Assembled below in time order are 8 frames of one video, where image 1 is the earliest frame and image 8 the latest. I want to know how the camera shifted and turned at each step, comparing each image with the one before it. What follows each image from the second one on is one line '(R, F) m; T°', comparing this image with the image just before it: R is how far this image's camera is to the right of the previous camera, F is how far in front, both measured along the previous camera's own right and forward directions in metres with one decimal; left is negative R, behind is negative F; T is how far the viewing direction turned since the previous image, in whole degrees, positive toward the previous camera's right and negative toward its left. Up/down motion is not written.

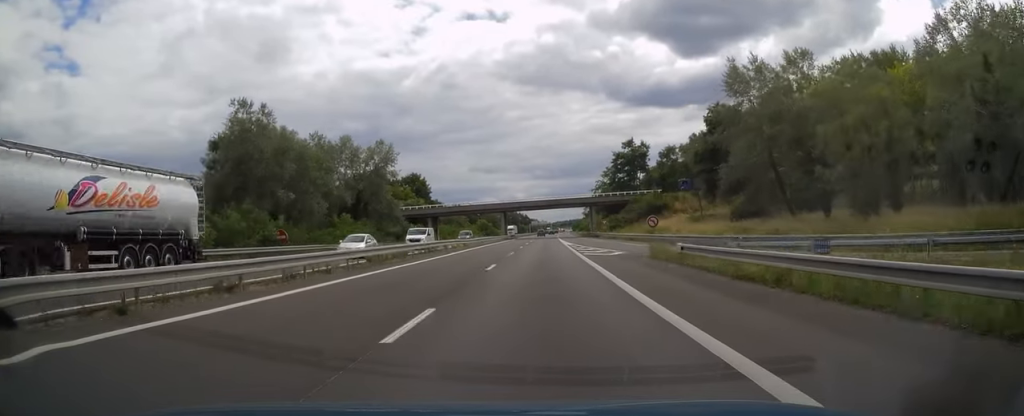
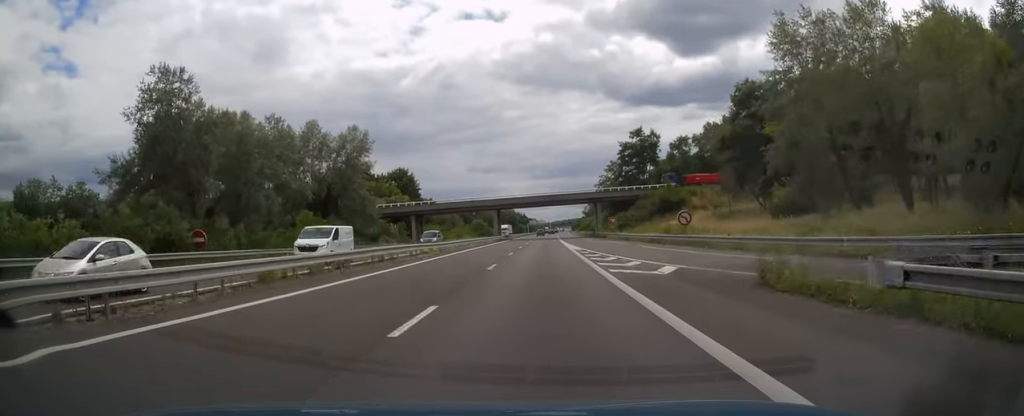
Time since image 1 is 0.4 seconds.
(0.0, +12.8) m; 0°
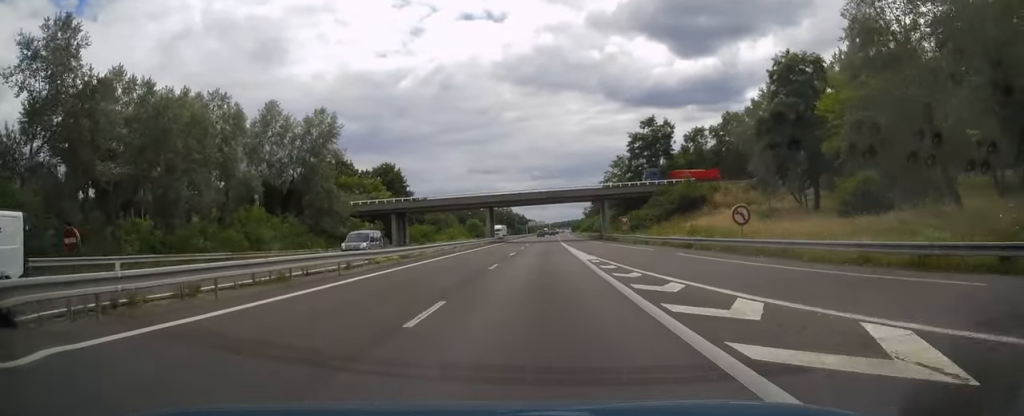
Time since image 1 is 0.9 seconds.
(+0.1, +12.3) m; 0°
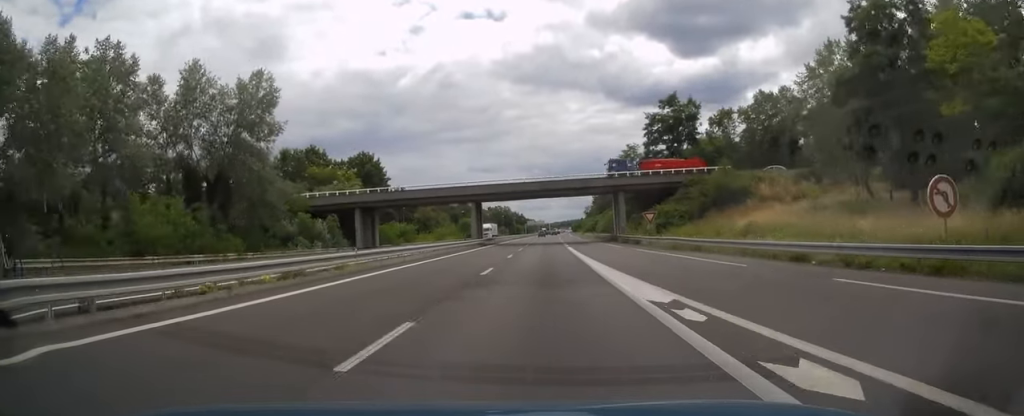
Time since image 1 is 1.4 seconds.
(0.0, +16.3) m; 0°
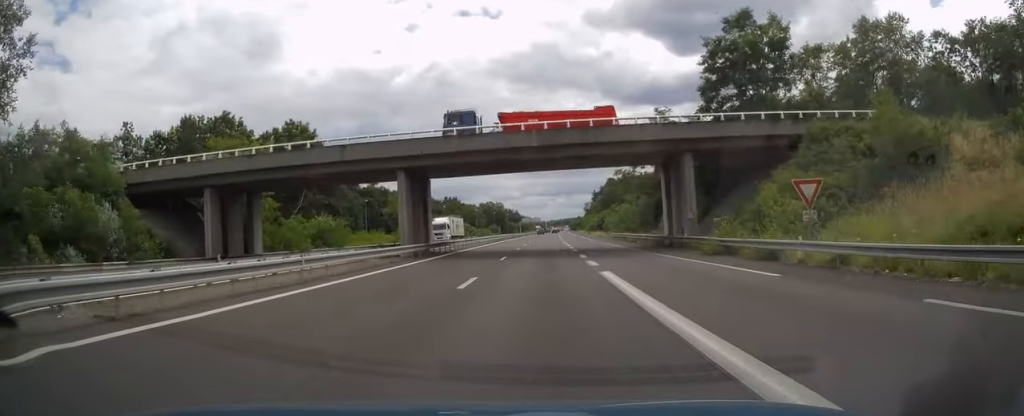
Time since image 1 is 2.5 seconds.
(+0.1, +31.5) m; 0°
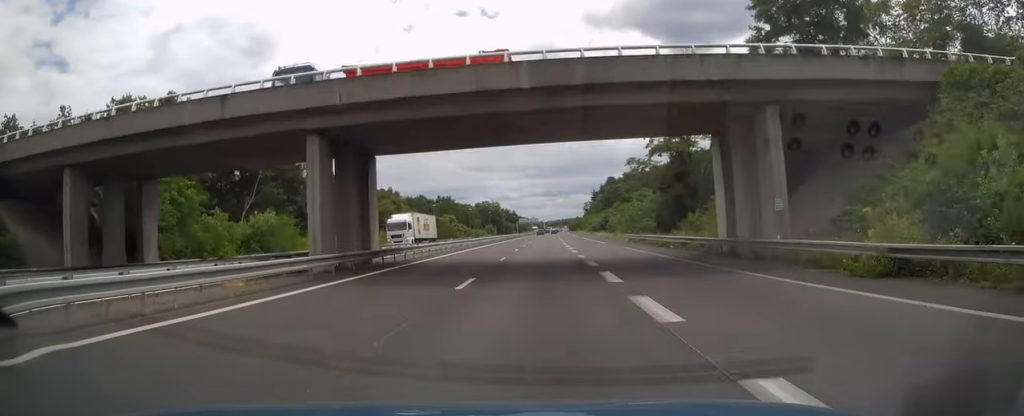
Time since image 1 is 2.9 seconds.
(+0.1, +13.3) m; 0°
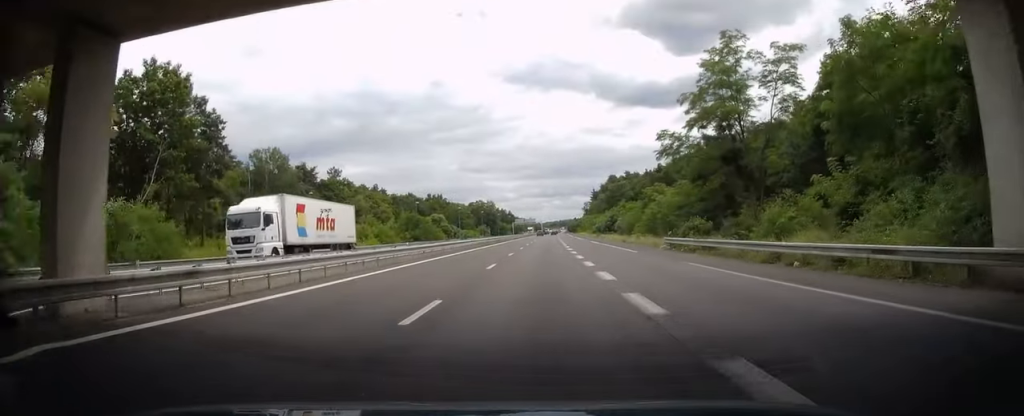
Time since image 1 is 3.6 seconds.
(0.0, +18.7) m; 0°
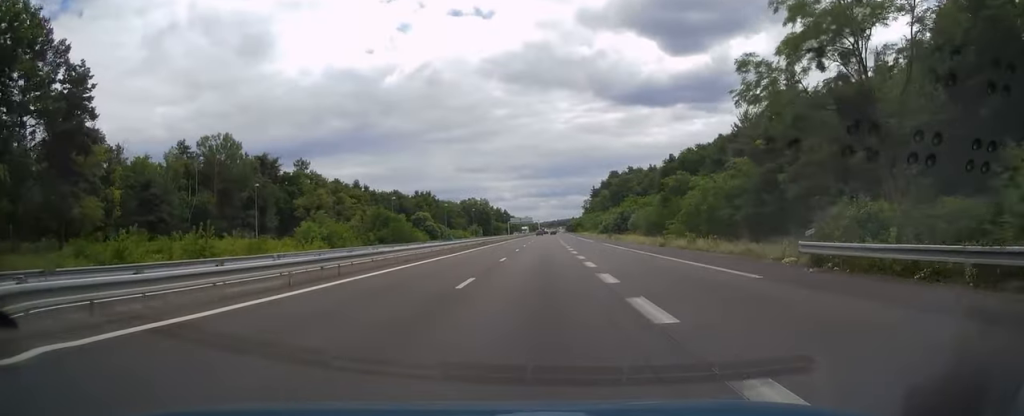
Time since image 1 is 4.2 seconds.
(0.0, +20.7) m; 0°
